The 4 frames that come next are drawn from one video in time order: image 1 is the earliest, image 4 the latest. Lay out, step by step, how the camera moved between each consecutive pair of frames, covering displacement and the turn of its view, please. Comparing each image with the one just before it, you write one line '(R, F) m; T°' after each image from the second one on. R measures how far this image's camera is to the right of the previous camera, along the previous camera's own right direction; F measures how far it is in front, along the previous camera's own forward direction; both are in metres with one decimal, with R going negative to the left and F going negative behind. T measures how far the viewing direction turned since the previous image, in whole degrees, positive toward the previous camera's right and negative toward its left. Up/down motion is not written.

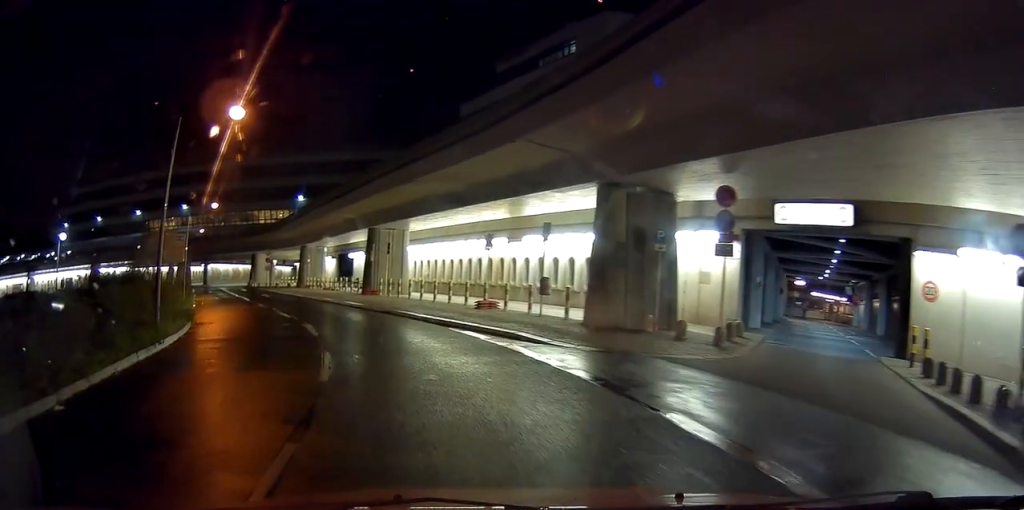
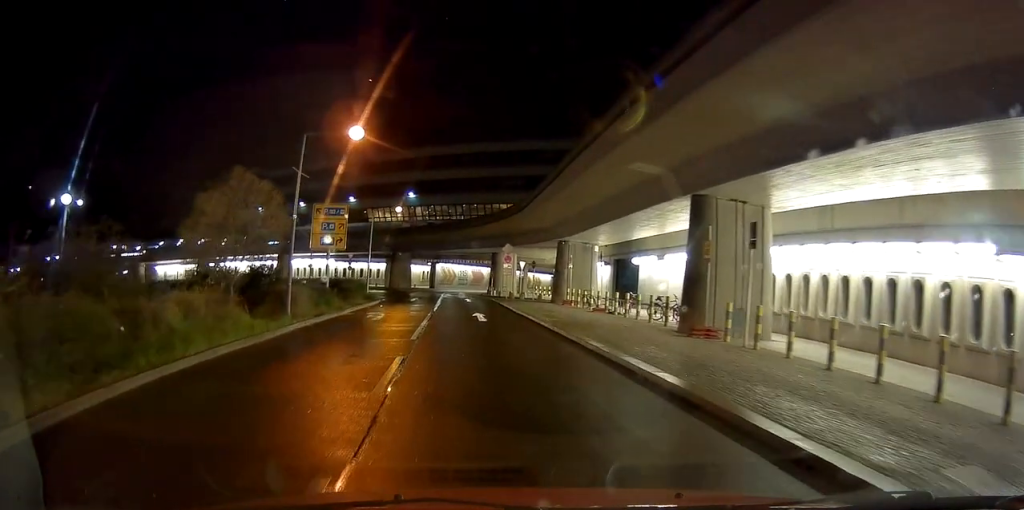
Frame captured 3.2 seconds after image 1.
(-5.8, +19.4) m; -23°
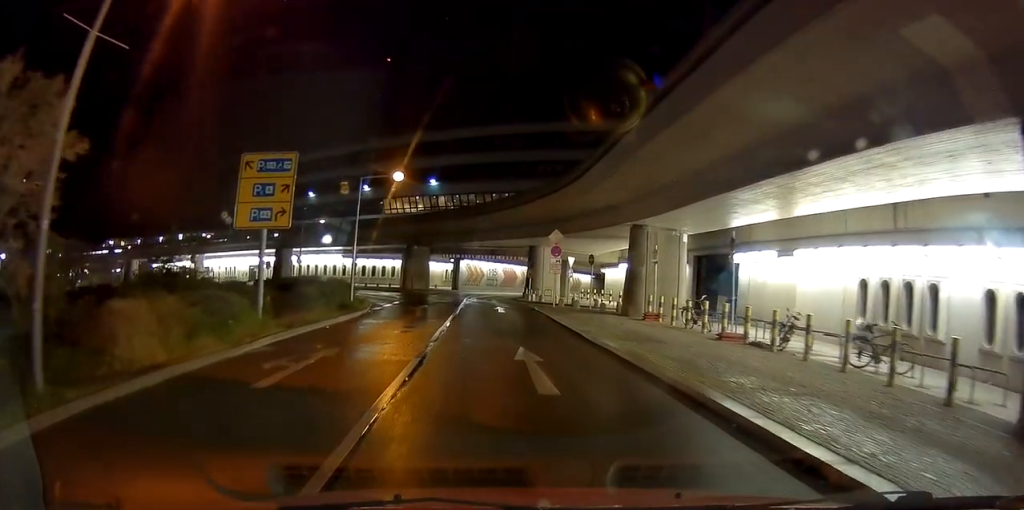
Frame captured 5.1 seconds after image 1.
(-0.9, +12.5) m; -5°
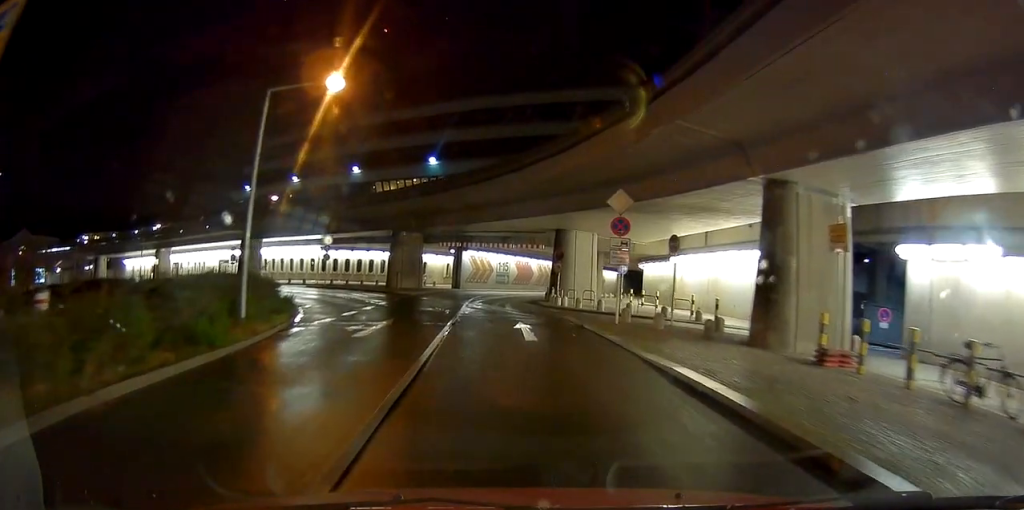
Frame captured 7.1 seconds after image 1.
(-0.7, +13.4) m; -8°
